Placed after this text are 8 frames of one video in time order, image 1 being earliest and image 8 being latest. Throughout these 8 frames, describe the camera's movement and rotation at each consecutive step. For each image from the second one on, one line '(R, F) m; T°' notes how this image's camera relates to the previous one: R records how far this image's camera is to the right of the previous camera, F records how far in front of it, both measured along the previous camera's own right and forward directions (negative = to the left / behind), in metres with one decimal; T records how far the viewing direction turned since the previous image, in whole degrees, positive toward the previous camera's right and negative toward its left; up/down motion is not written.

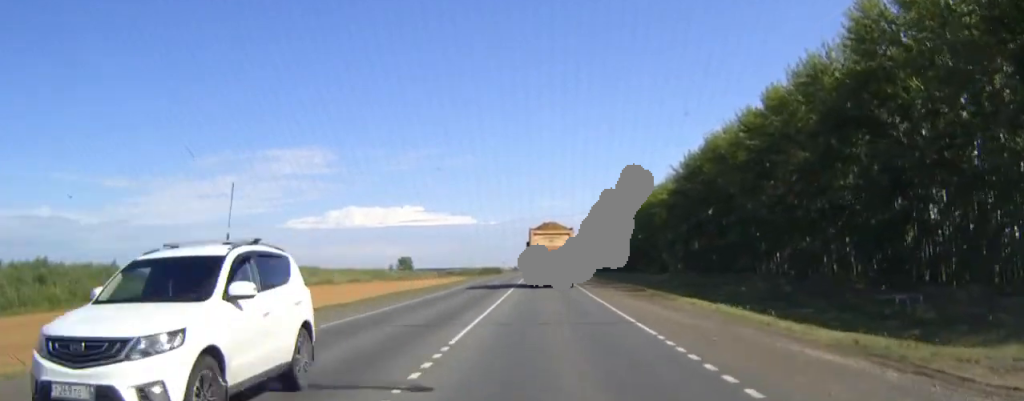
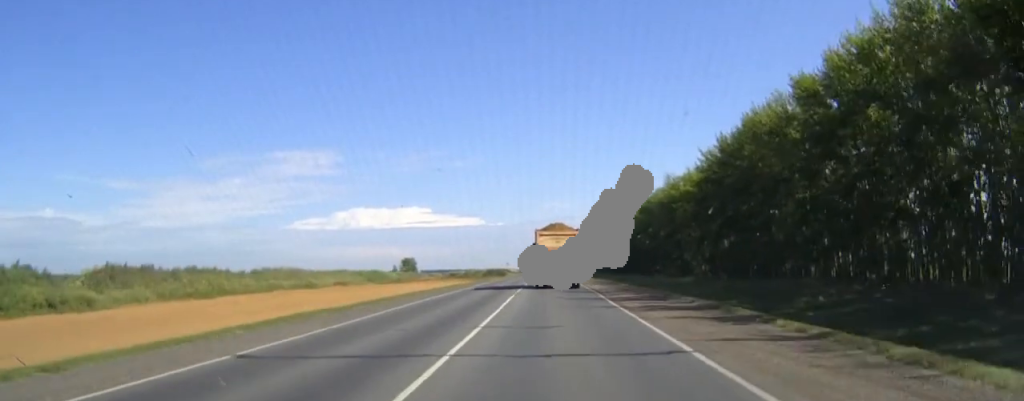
(0.0, +18.9) m; 0°
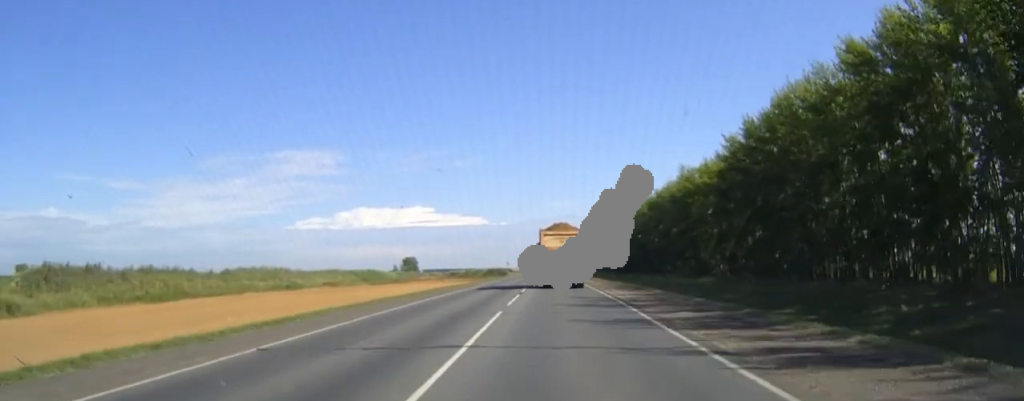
(0.0, +12.6) m; 0°
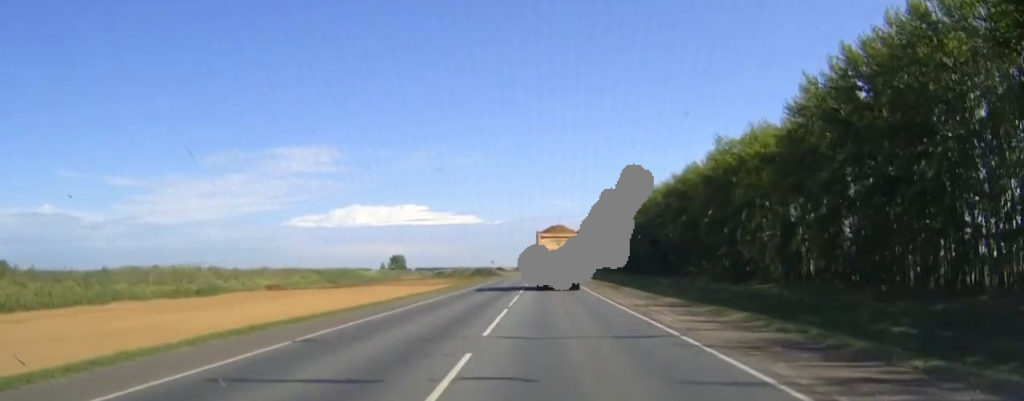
(0.0, +33.6) m; 0°
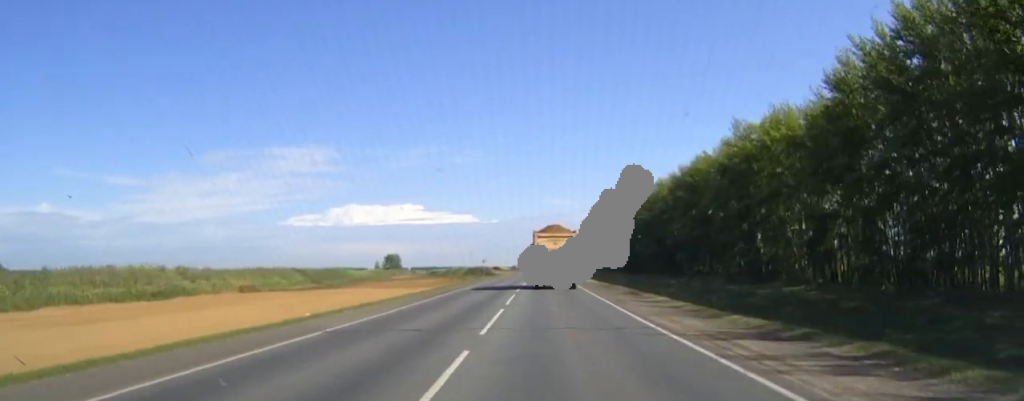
(0.0, +11.5) m; 0°
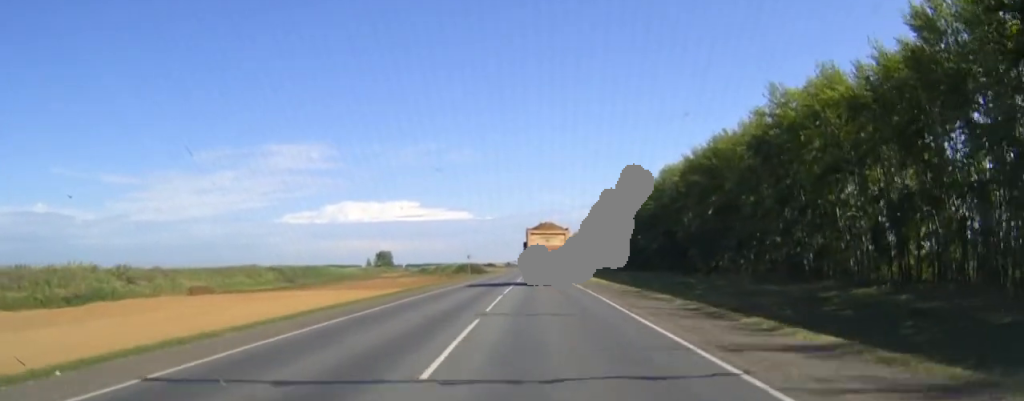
(+0.1, +18.2) m; 0°
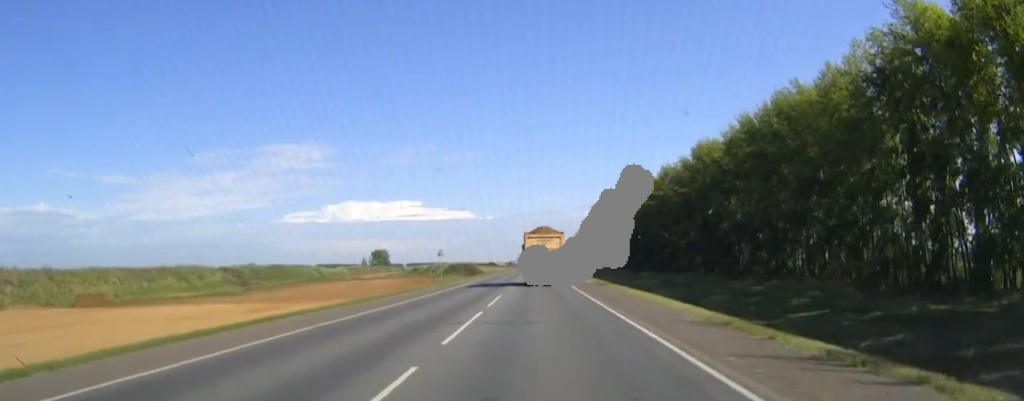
(+0.1, +32.0) m; 0°
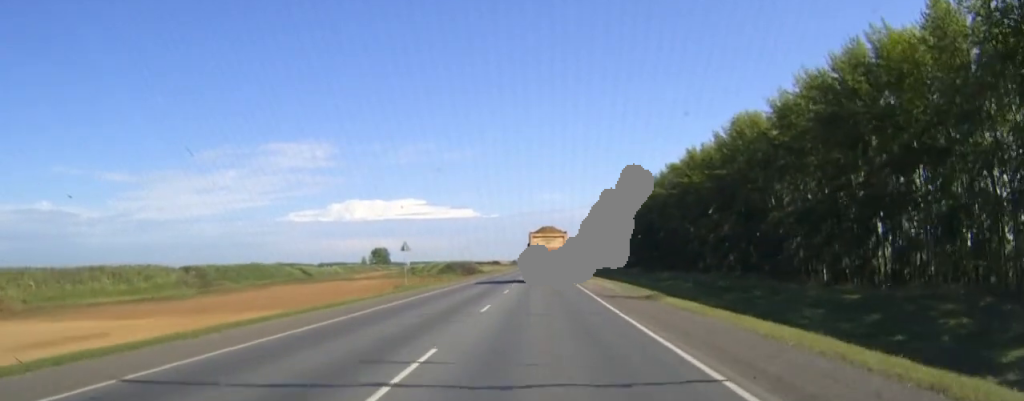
(-0.1, +21.8) m; 0°
